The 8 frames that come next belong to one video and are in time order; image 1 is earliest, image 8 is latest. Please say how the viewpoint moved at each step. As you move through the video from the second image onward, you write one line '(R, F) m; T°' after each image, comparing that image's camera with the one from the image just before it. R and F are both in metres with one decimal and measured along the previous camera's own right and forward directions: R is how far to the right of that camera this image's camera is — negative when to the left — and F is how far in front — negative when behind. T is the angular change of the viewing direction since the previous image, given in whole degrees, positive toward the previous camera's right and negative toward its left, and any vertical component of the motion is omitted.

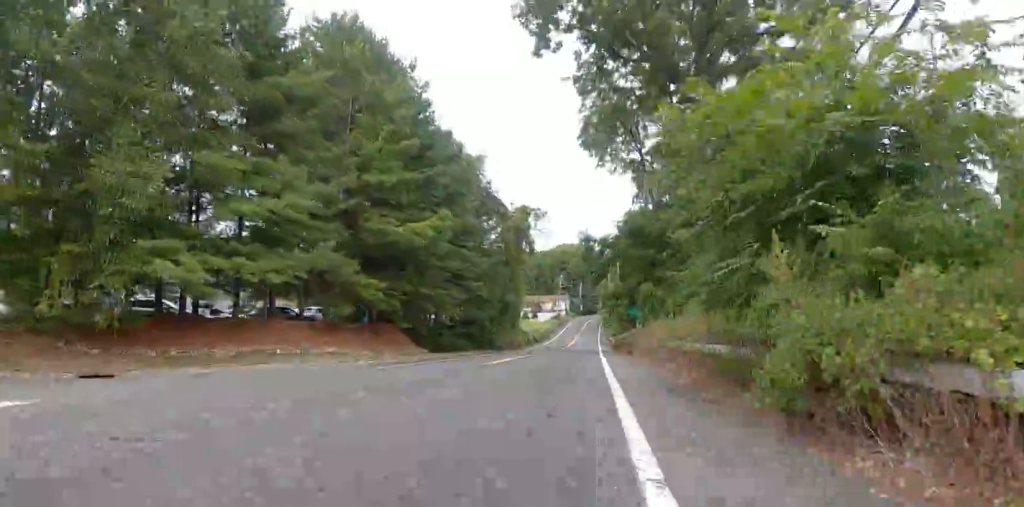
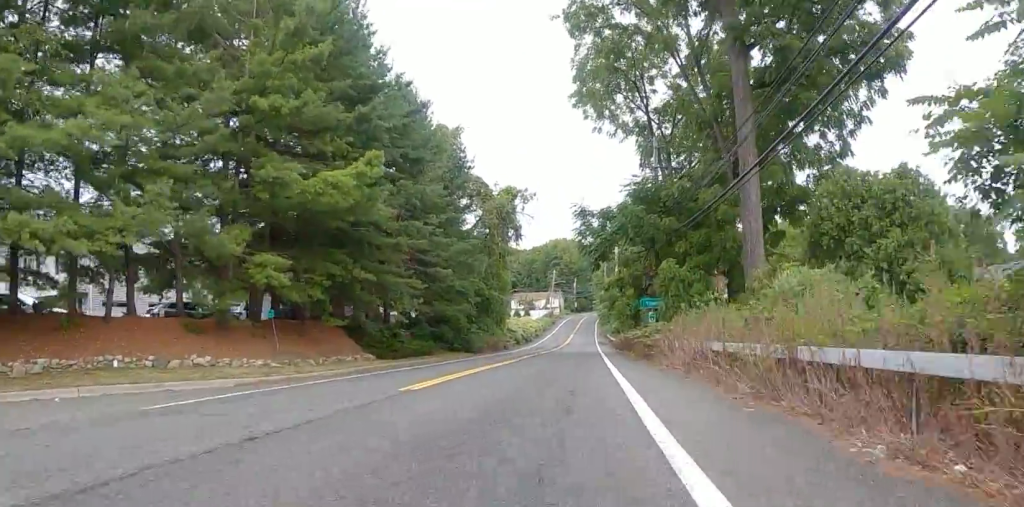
(+0.5, +8.5) m; +8°
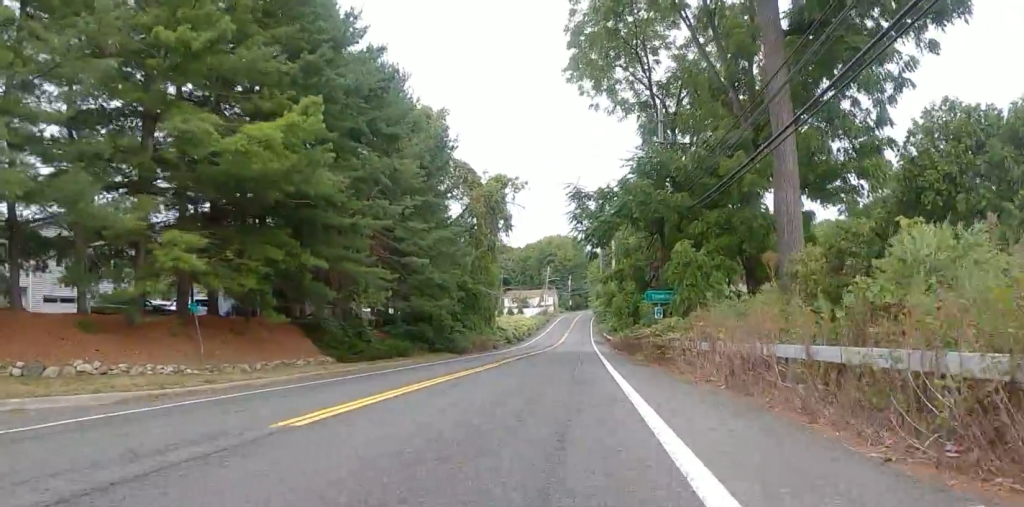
(+0.2, +4.2) m; -1°
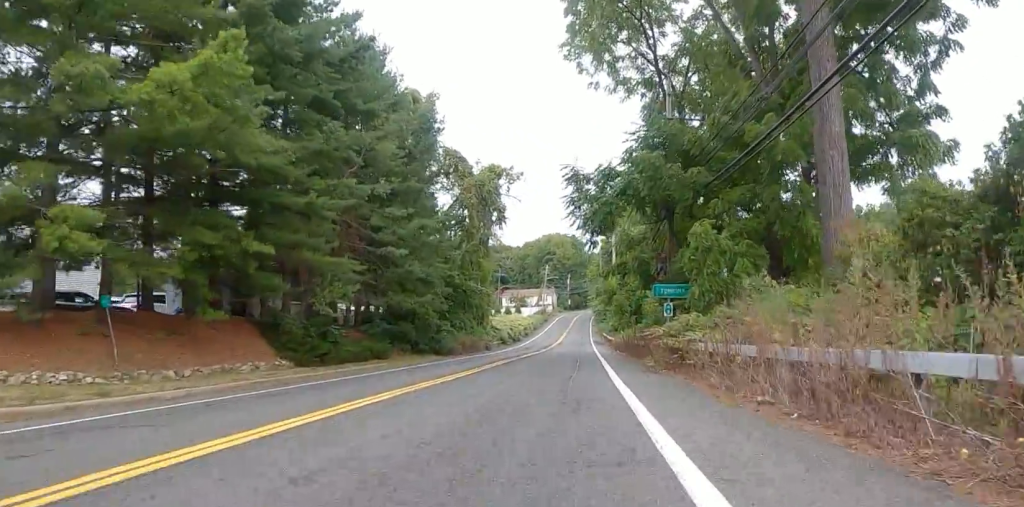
(+0.3, +3.5) m; -3°
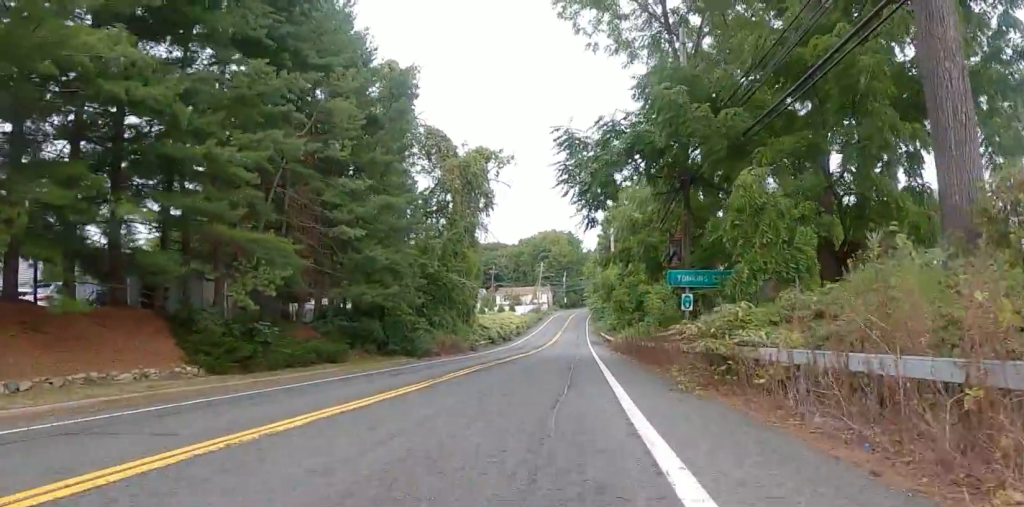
(-0.3, +4.8) m; -3°
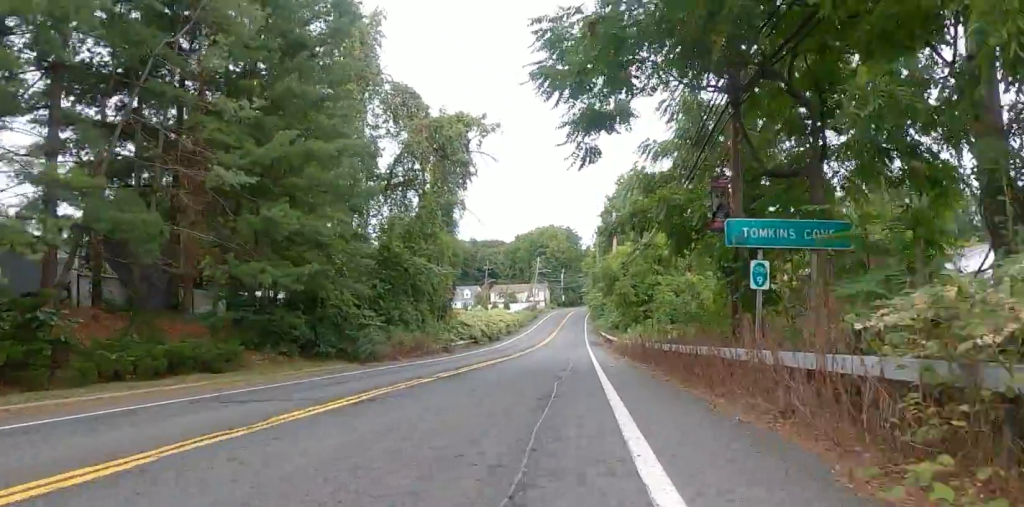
(-0.6, +7.6) m; -3°
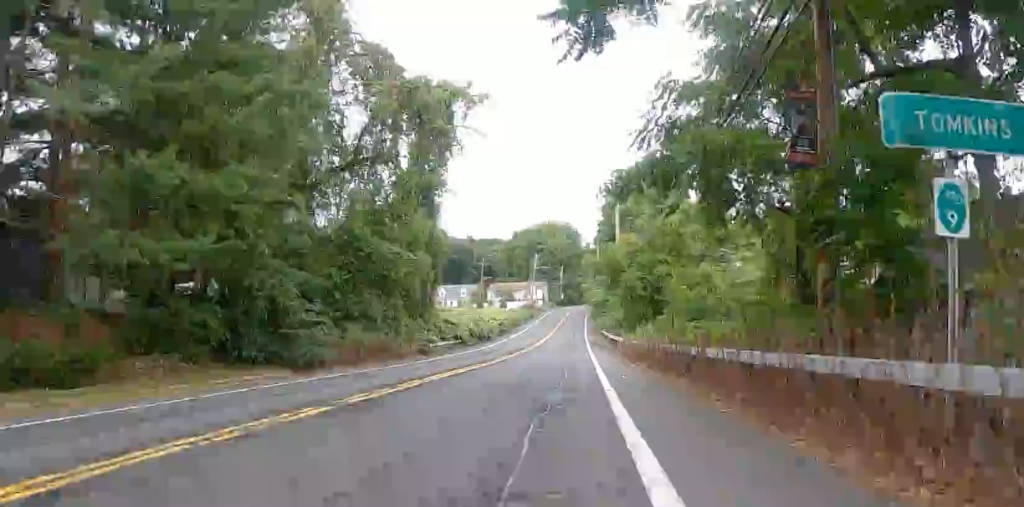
(+0.5, +5.2) m; 0°
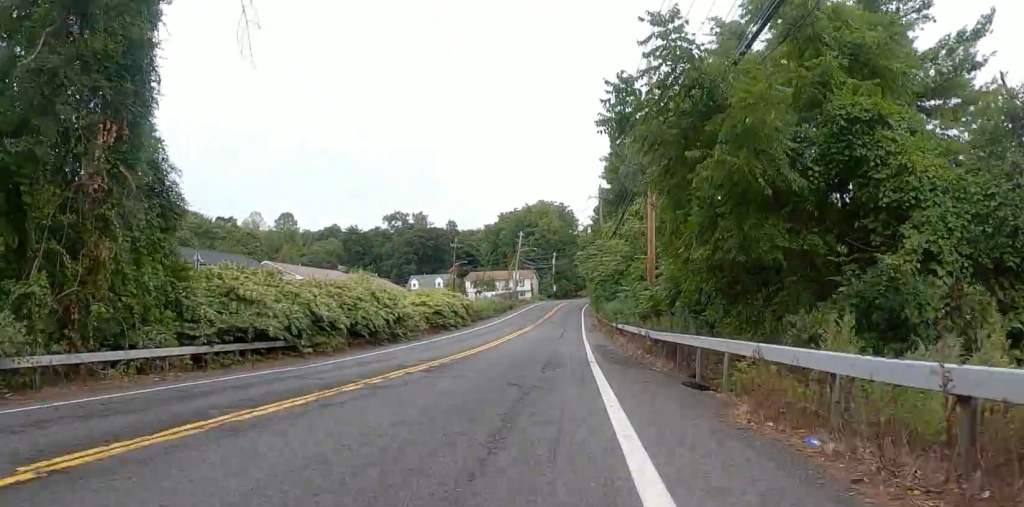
(+0.8, +25.9) m; +5°
